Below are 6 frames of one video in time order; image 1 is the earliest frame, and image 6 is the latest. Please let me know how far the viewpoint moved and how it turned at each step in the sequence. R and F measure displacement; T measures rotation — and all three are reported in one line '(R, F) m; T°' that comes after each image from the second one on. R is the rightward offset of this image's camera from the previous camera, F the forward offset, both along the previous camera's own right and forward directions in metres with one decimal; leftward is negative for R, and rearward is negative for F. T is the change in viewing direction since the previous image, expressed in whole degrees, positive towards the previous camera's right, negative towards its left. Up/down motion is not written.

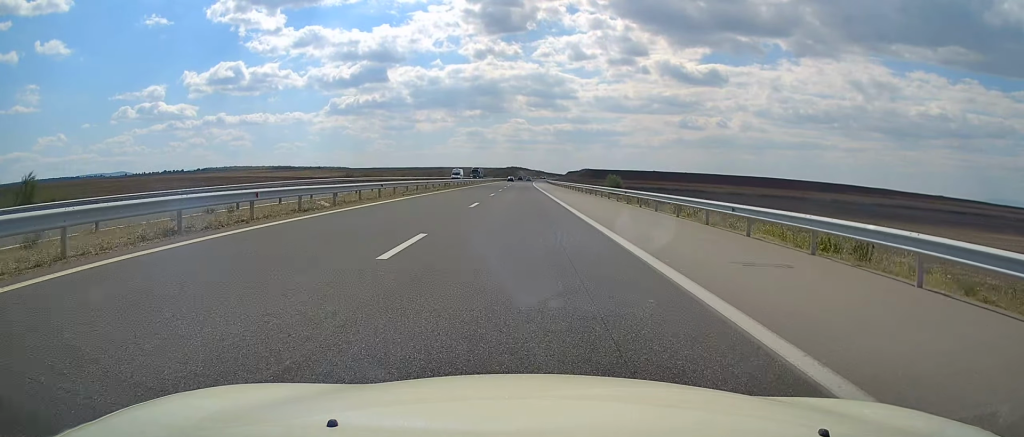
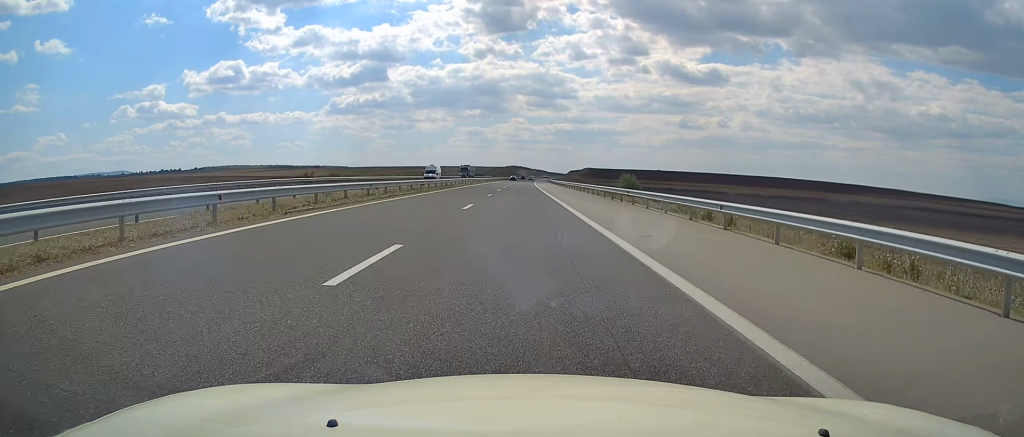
(0.0, +18.1) m; 0°
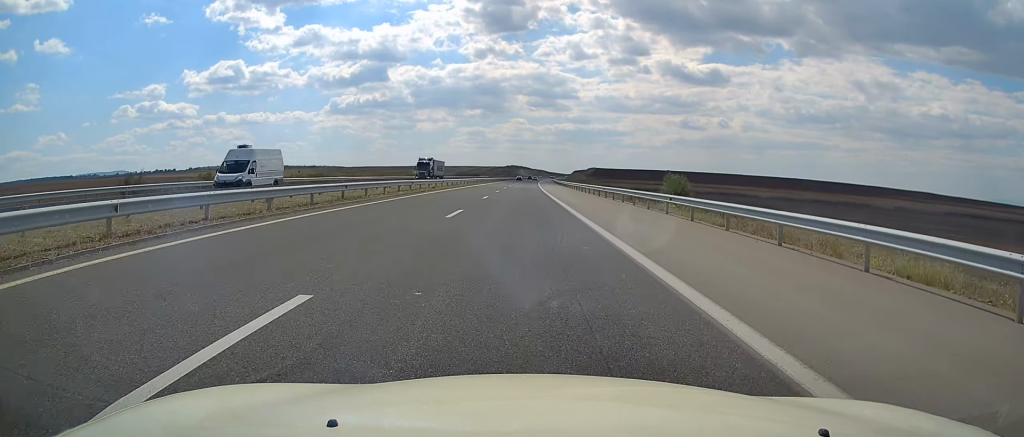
(0.0, +36.2) m; 0°
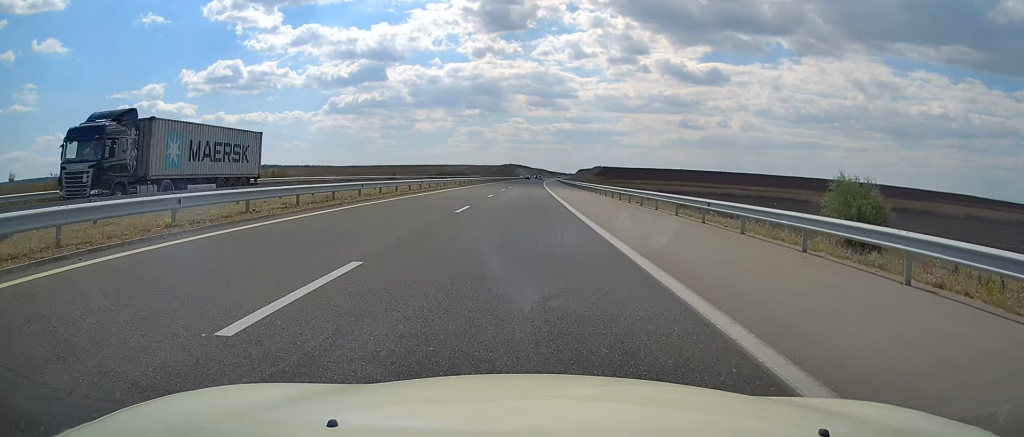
(0.0, +45.2) m; -1°
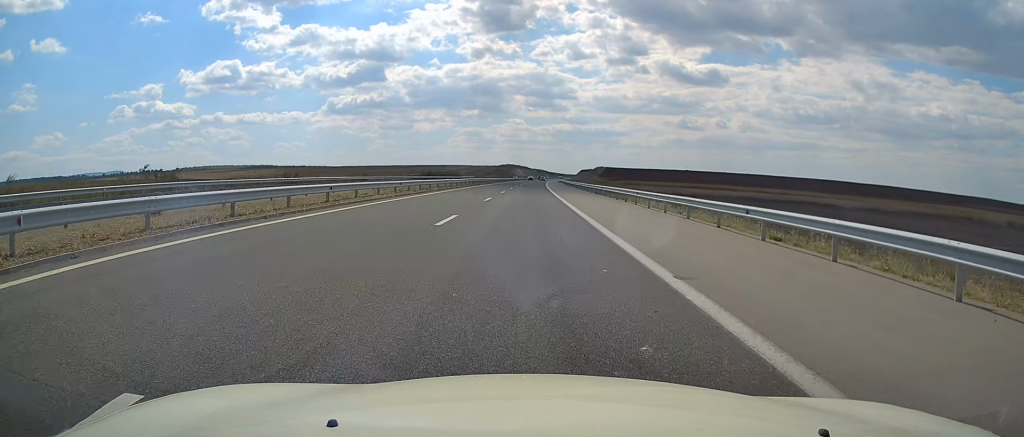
(-0.3, +21.1) m; 0°
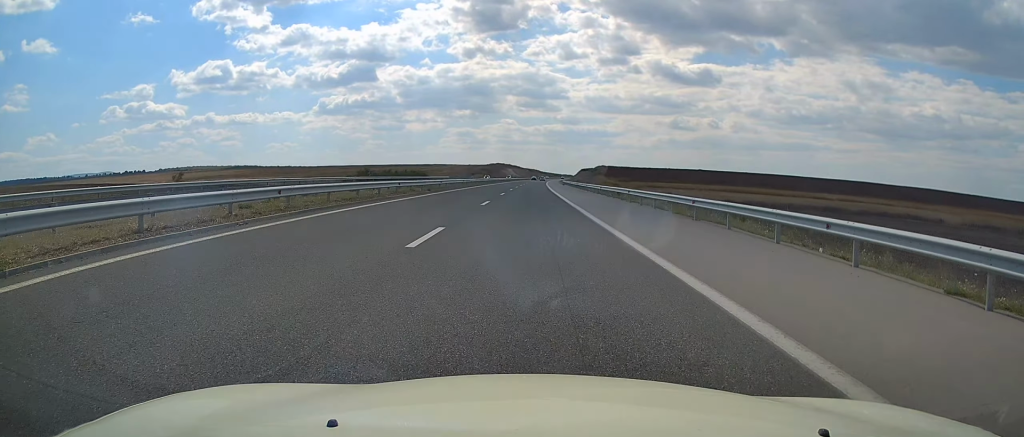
(+0.9, +52.1) m; +2°
